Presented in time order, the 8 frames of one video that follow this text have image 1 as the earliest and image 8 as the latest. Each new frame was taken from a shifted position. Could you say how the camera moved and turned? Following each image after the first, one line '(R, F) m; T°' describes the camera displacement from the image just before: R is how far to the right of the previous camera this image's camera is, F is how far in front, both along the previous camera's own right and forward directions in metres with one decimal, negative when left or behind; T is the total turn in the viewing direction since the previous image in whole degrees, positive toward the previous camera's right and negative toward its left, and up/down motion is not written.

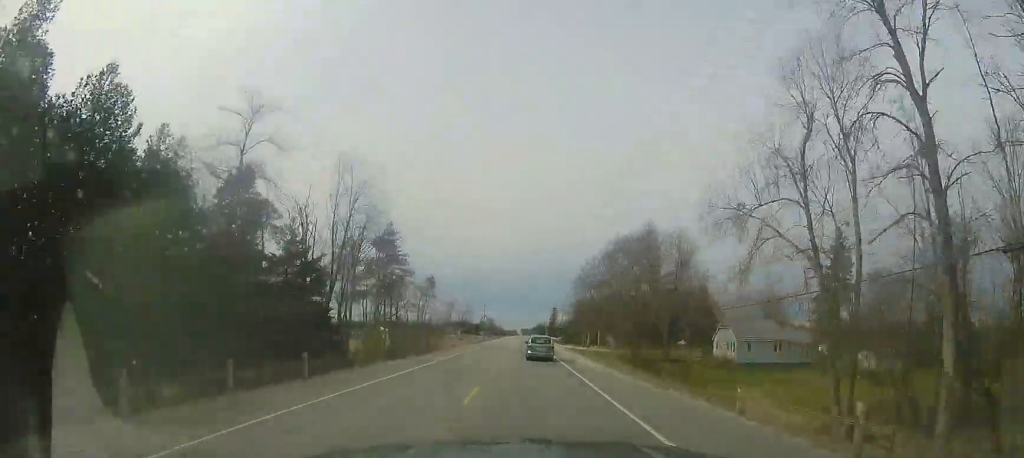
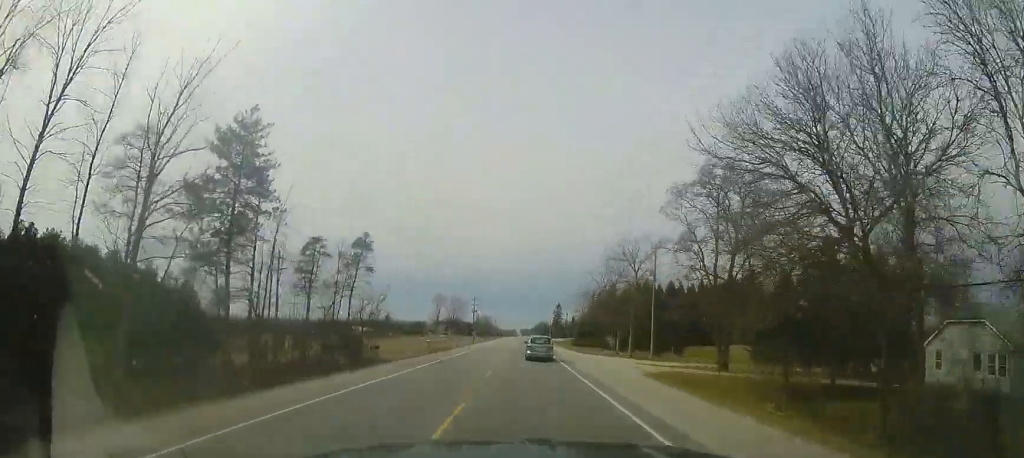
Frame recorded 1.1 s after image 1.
(0.0, +29.1) m; 0°
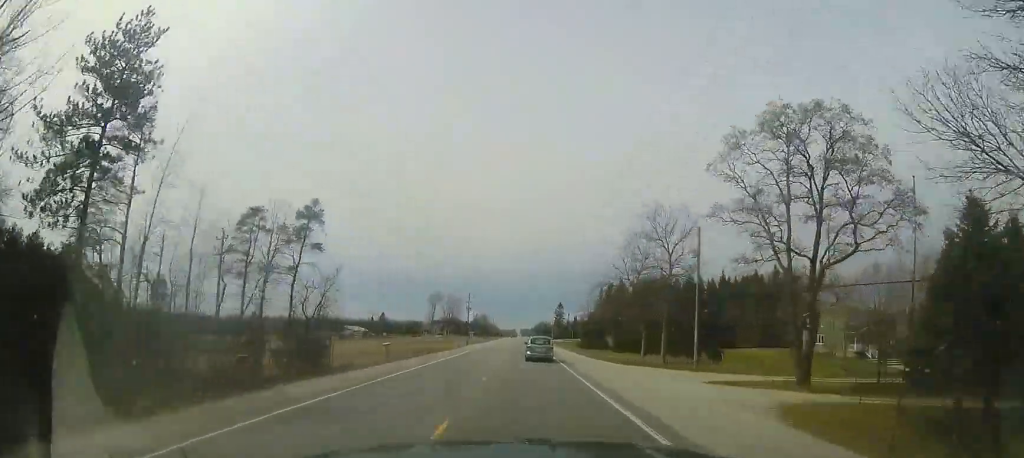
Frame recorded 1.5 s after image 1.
(0.0, +10.6) m; 0°
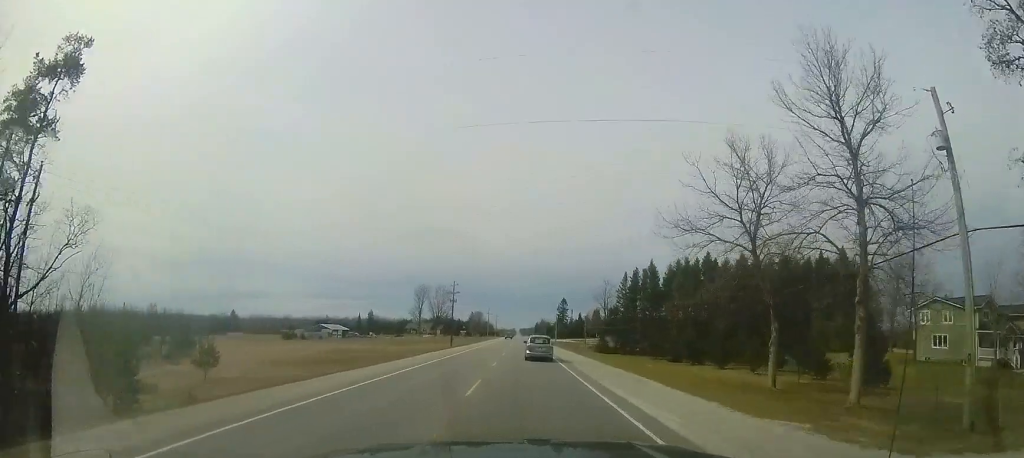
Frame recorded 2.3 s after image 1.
(0.0, +21.3) m; +1°
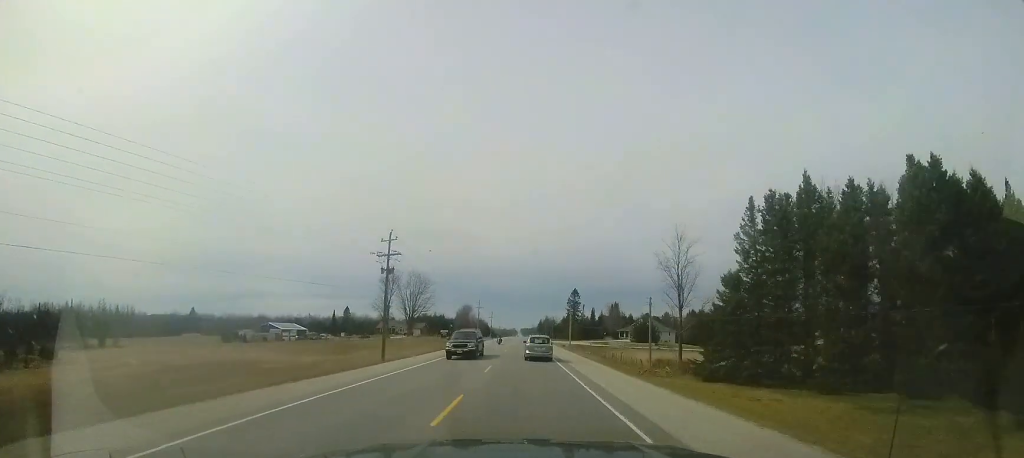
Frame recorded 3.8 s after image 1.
(+0.3, +39.1) m; 0°
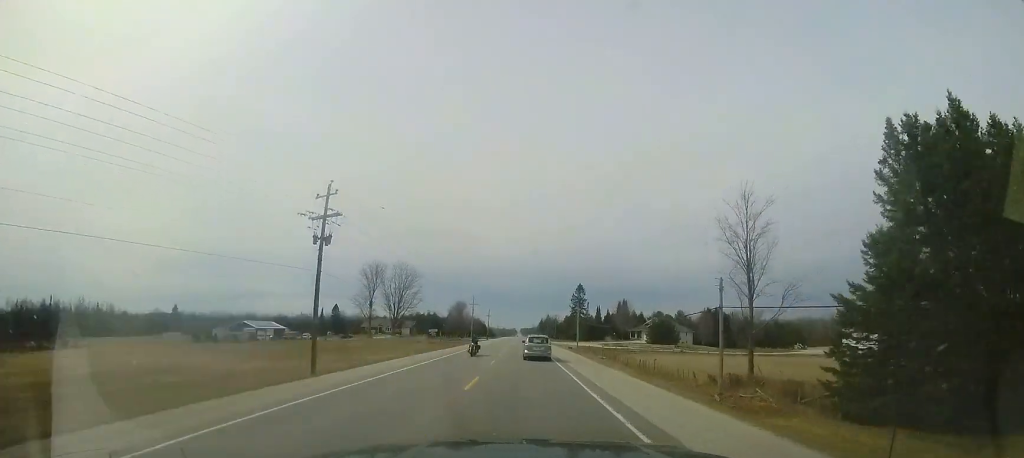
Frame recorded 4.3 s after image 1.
(-0.2, +14.2) m; 0°
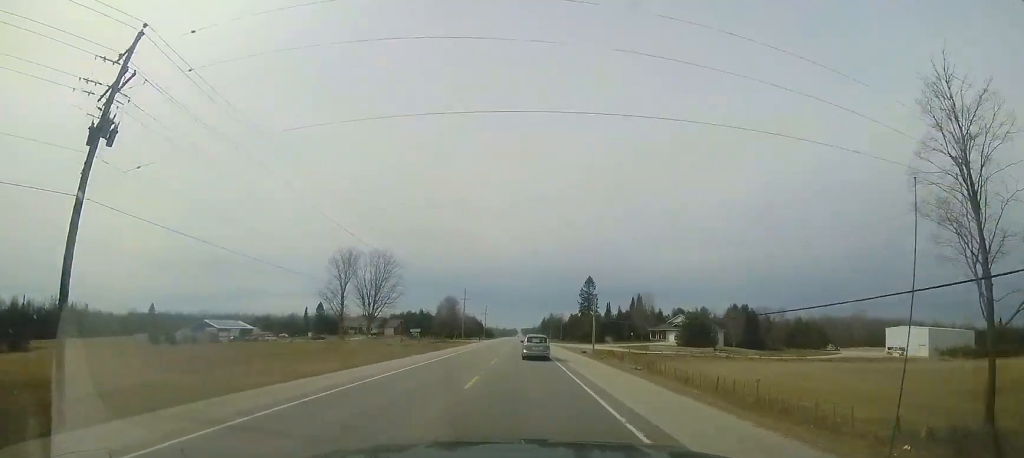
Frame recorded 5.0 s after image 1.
(+0.1, +18.4) m; 0°
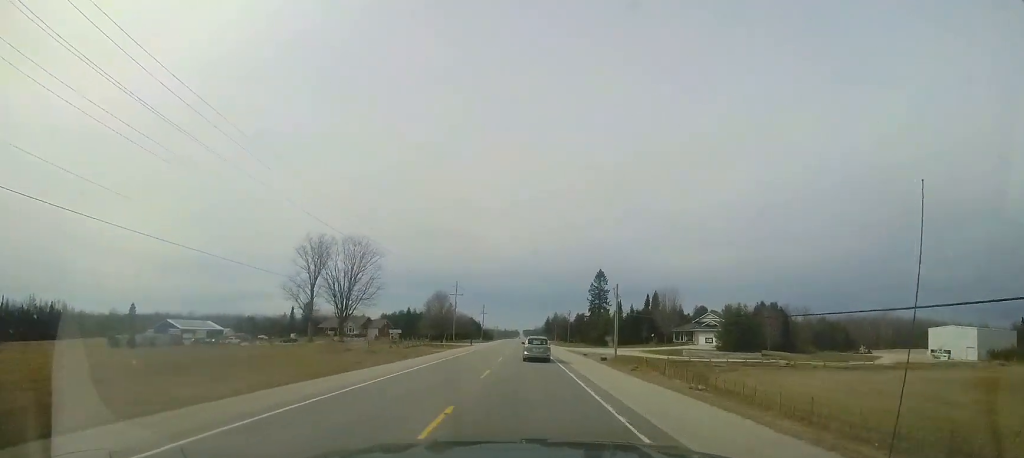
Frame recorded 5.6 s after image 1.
(+0.1, +14.7) m; 0°
